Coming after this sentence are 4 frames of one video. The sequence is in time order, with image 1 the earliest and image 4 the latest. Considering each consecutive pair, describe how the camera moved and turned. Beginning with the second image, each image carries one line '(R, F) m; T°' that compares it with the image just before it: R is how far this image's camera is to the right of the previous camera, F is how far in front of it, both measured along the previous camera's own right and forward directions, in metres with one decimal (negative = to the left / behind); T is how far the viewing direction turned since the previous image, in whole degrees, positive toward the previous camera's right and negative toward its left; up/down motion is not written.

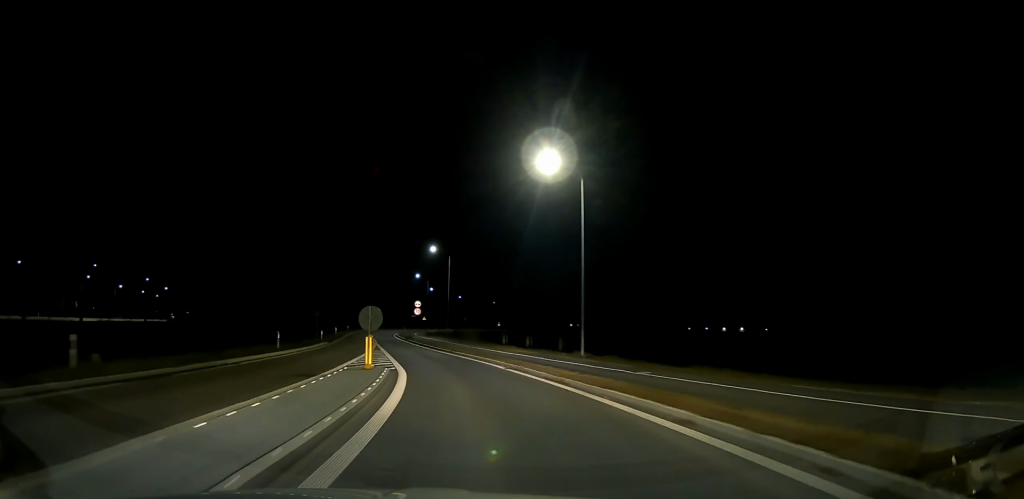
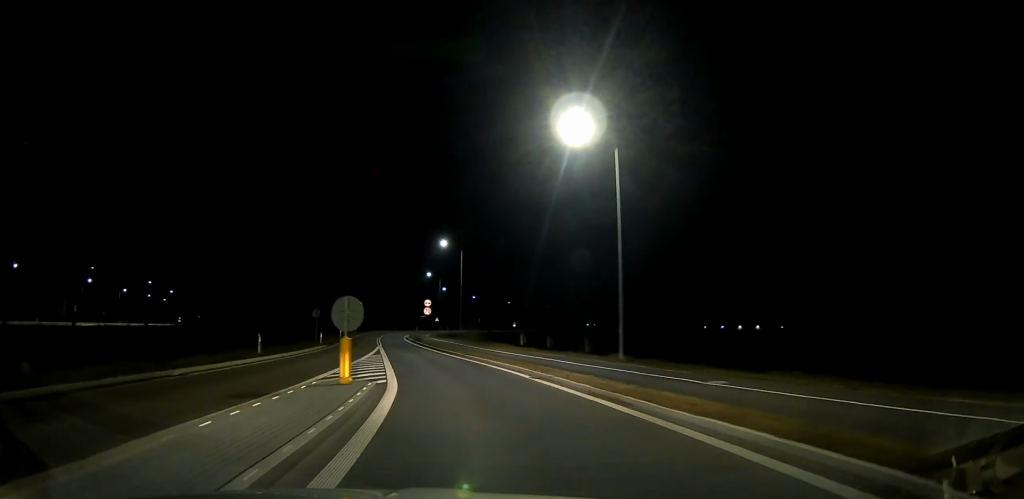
(0.0, +4.7) m; -1°
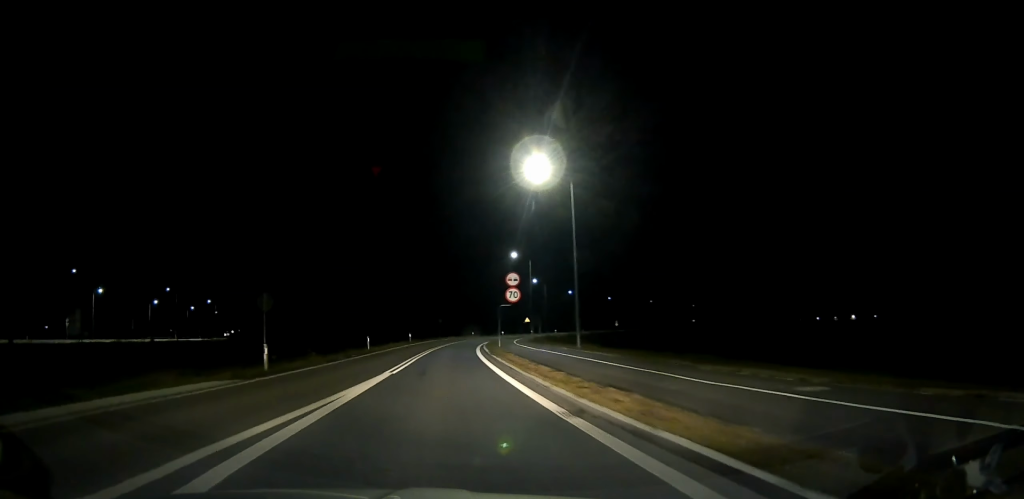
(-2.0, +27.0) m; -8°
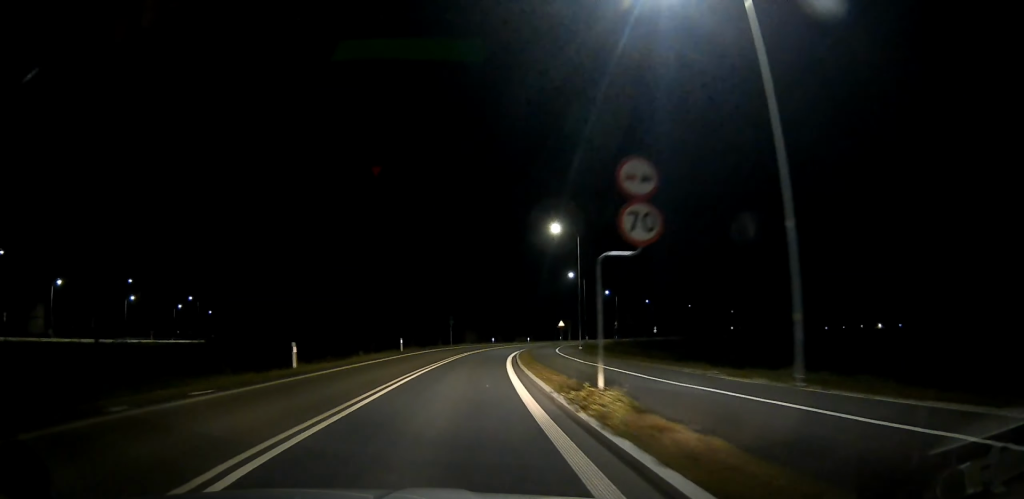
(-0.9, +20.0) m; -4°
